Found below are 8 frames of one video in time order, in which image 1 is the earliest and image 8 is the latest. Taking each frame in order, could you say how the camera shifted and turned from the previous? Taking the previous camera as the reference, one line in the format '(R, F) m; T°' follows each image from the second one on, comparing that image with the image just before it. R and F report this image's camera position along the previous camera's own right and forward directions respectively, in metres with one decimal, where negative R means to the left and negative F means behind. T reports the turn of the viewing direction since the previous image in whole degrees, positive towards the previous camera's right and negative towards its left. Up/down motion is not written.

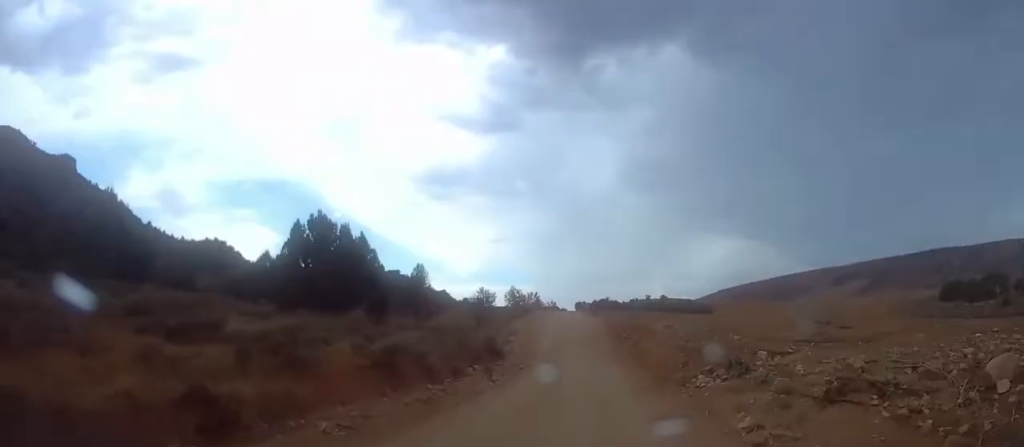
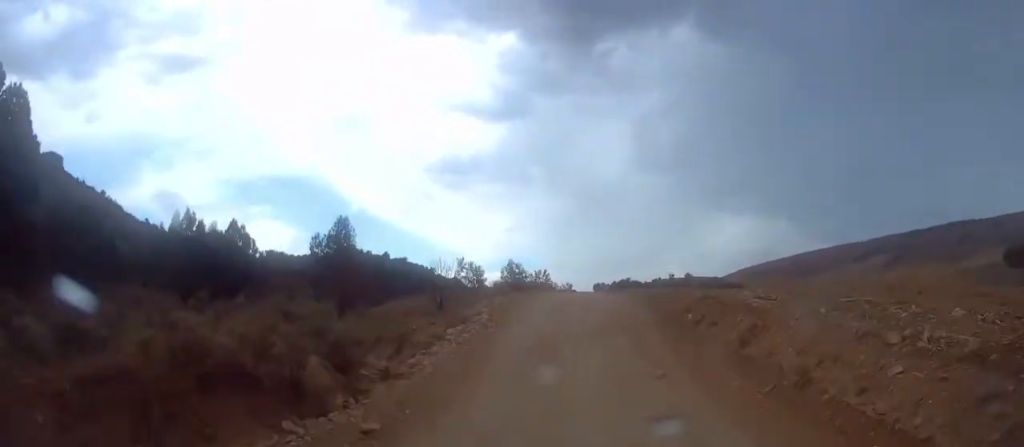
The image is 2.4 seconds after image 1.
(-0.2, +22.4) m; -1°
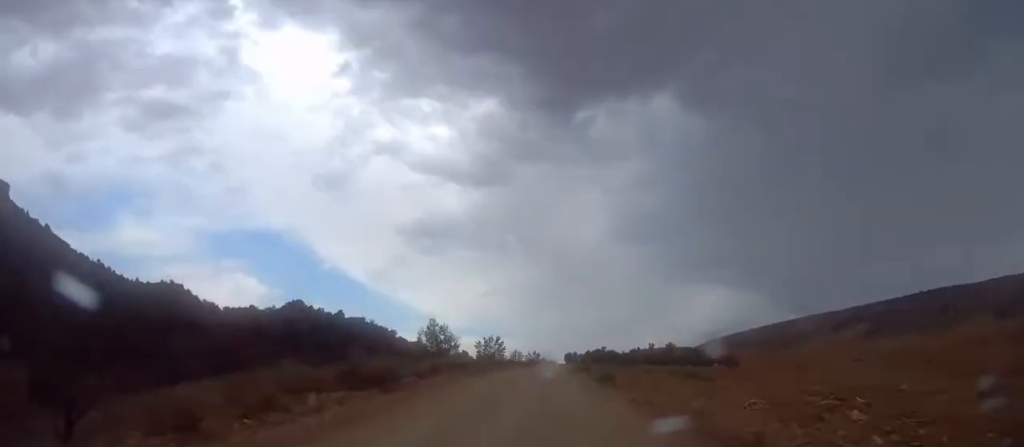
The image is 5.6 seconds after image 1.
(-0.2, +29.6) m; 0°
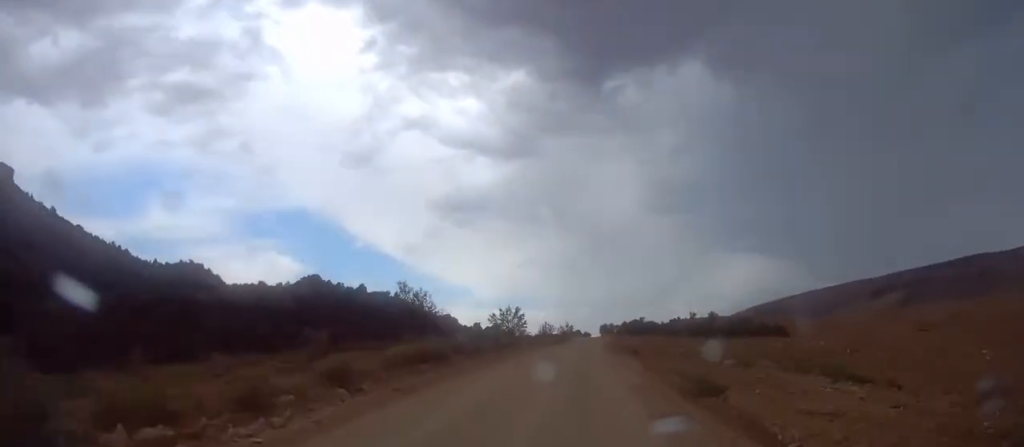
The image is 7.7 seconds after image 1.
(+0.1, +19.2) m; -1°
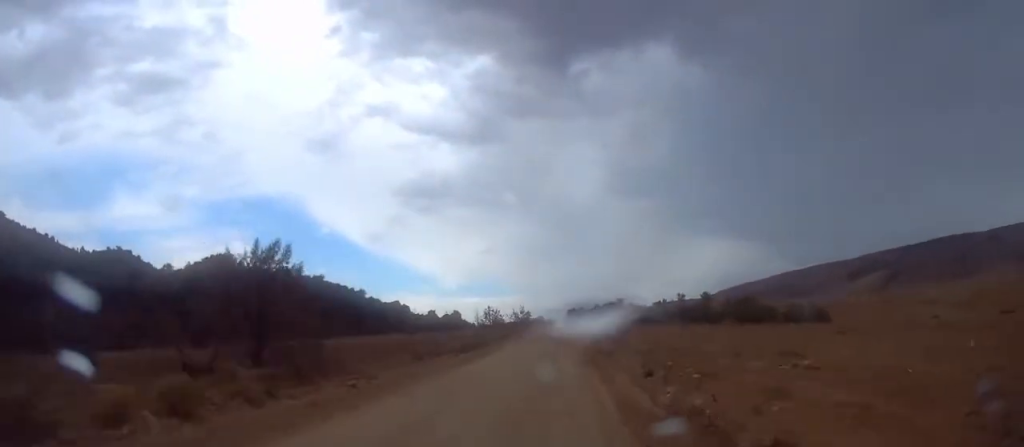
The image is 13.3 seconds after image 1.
(-1.0, +49.9) m; +1°
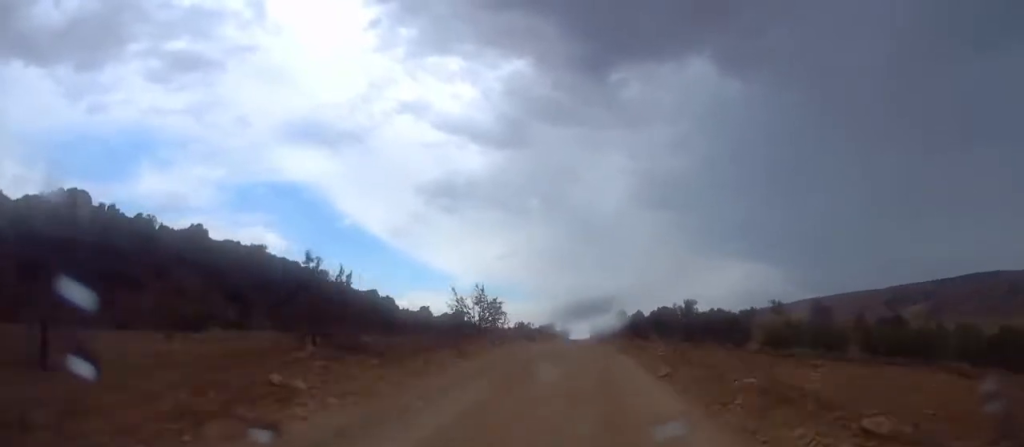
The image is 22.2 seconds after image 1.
(+2.8, +77.9) m; +1°
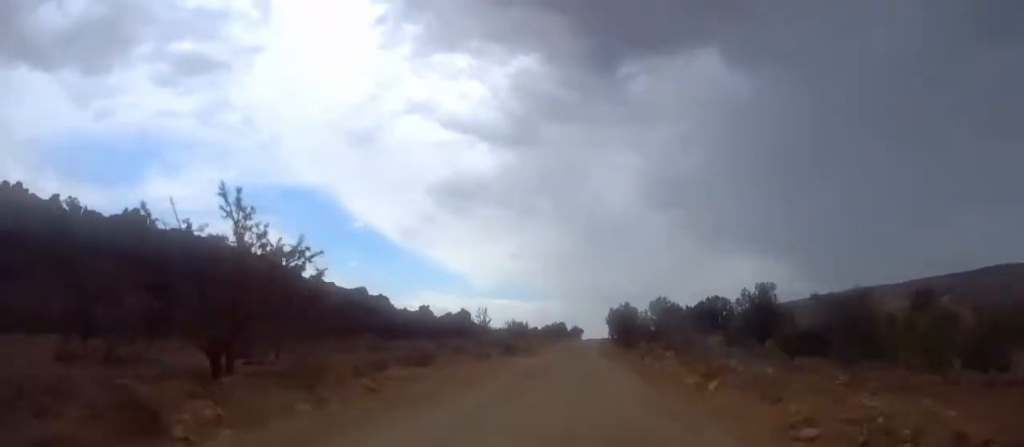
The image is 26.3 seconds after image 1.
(-0.2, +35.4) m; 0°
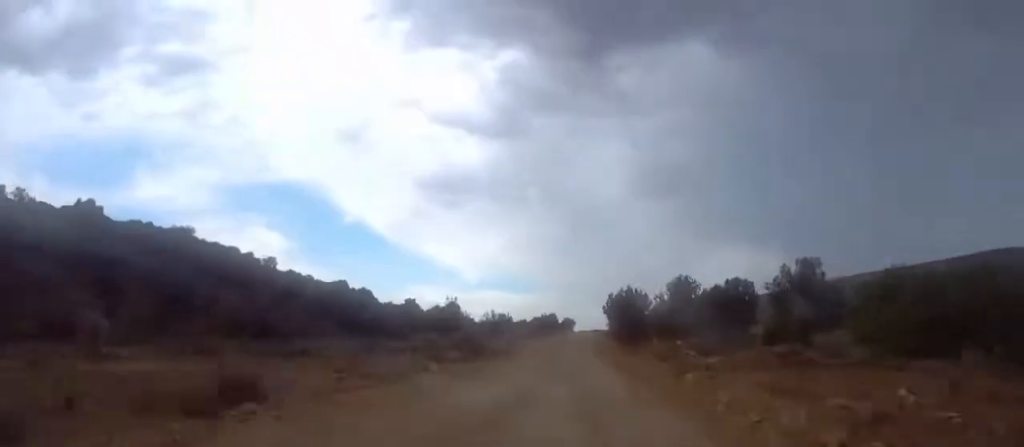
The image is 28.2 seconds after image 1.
(0.0, +15.8) m; 0°
